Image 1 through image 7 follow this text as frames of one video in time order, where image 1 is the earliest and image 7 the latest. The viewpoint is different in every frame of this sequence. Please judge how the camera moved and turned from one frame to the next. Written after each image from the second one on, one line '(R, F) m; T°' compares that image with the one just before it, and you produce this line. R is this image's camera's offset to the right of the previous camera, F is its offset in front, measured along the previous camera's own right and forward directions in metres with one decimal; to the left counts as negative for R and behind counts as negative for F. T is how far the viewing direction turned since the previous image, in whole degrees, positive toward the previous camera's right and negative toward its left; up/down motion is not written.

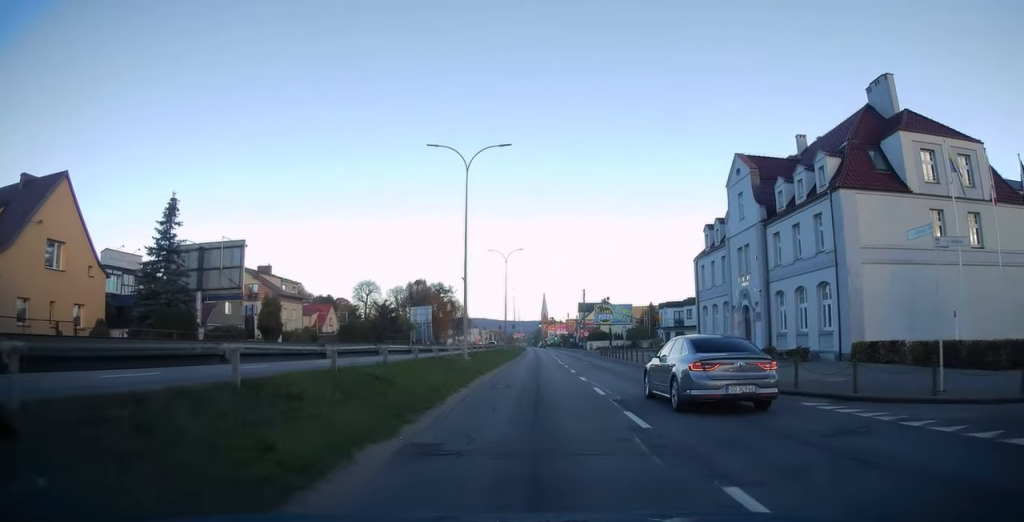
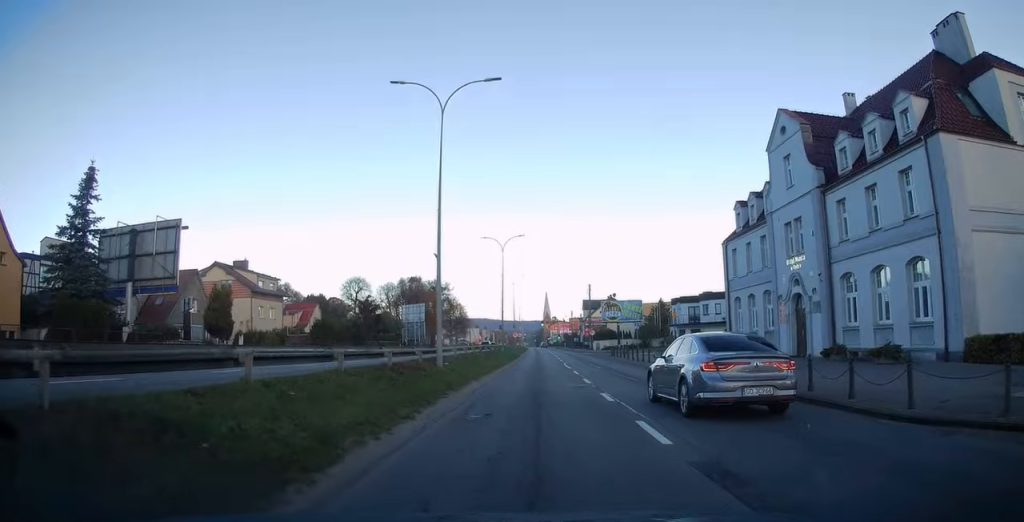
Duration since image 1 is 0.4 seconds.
(0.0, +7.6) m; 0°
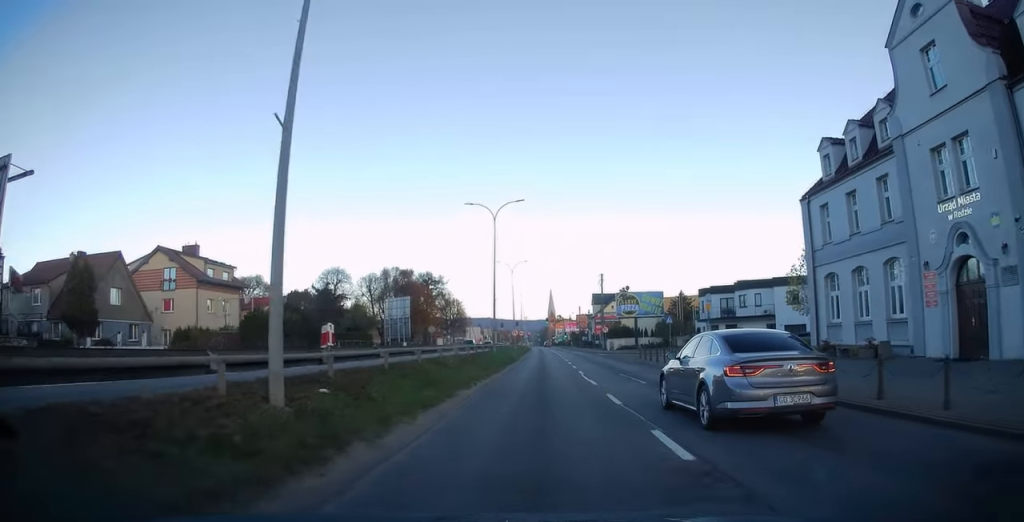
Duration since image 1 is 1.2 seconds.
(0.0, +12.9) m; 0°
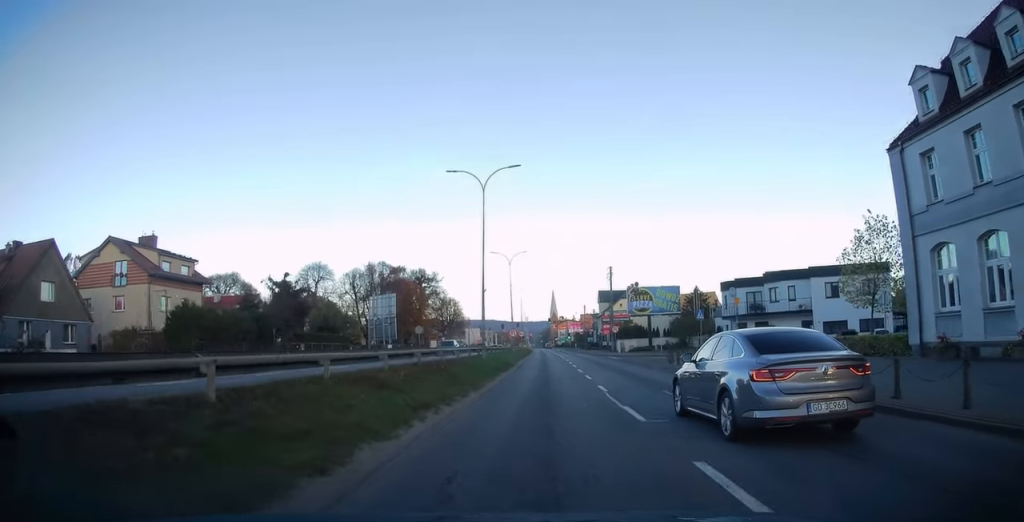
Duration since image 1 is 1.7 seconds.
(0.0, +8.4) m; 0°
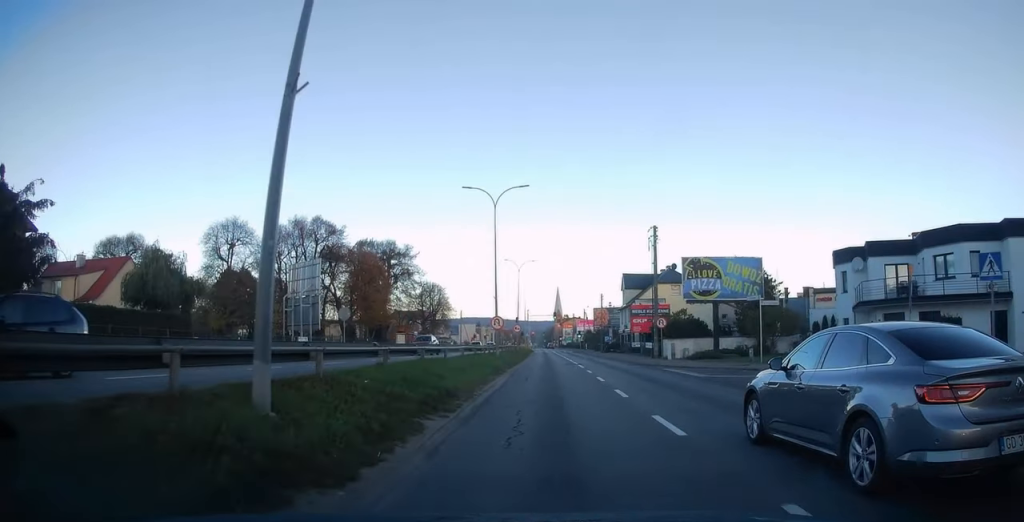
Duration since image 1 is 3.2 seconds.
(-0.1, +25.2) m; 0°
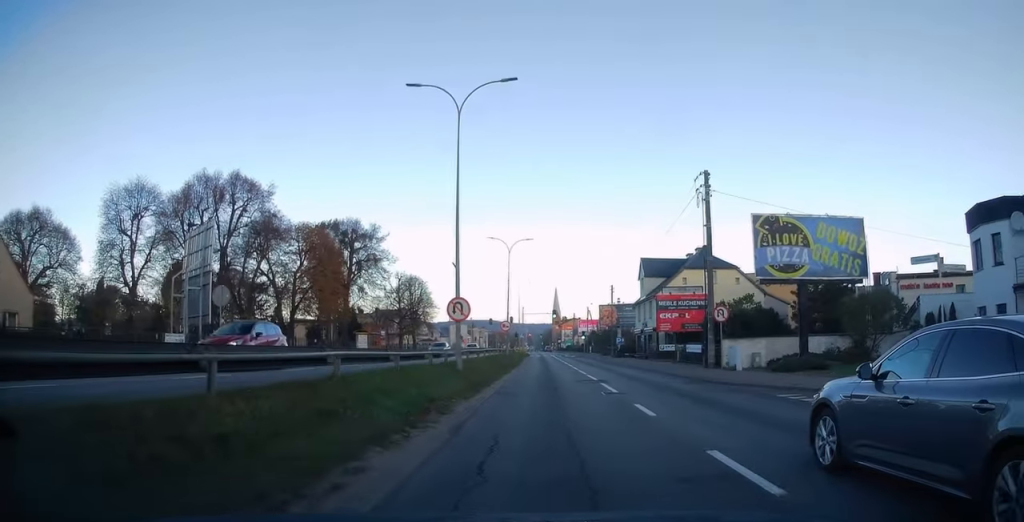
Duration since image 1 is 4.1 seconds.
(0.0, +15.4) m; 0°
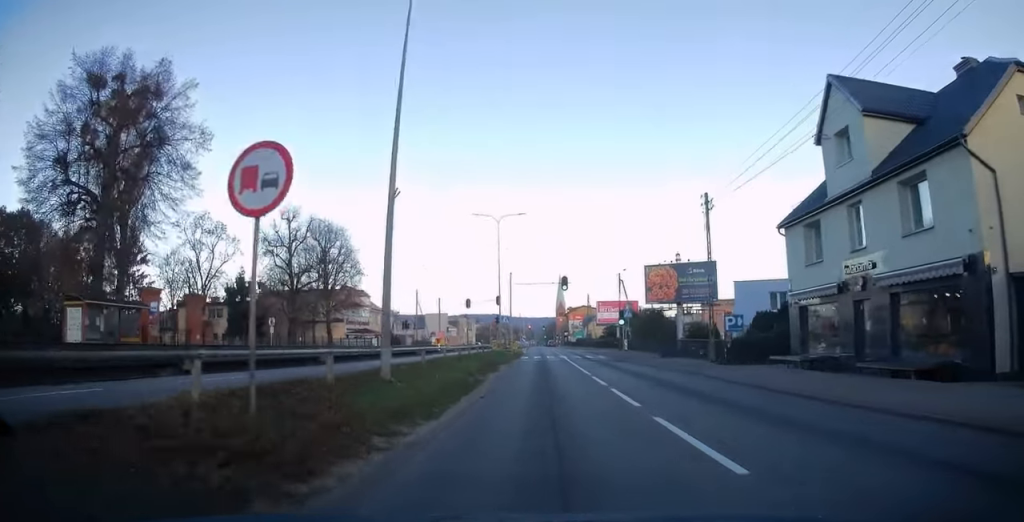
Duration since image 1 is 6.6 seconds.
(+0.2, +40.6) m; 0°
